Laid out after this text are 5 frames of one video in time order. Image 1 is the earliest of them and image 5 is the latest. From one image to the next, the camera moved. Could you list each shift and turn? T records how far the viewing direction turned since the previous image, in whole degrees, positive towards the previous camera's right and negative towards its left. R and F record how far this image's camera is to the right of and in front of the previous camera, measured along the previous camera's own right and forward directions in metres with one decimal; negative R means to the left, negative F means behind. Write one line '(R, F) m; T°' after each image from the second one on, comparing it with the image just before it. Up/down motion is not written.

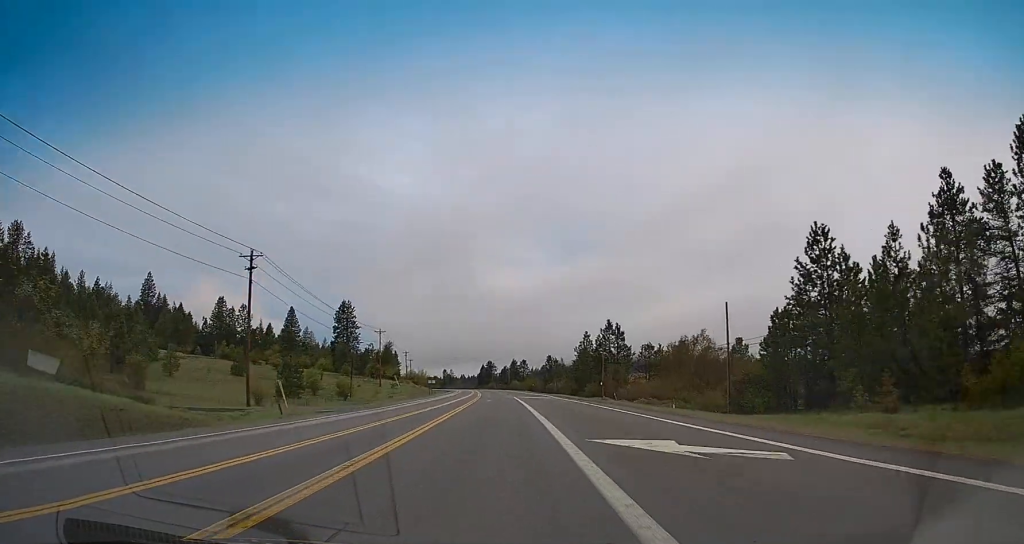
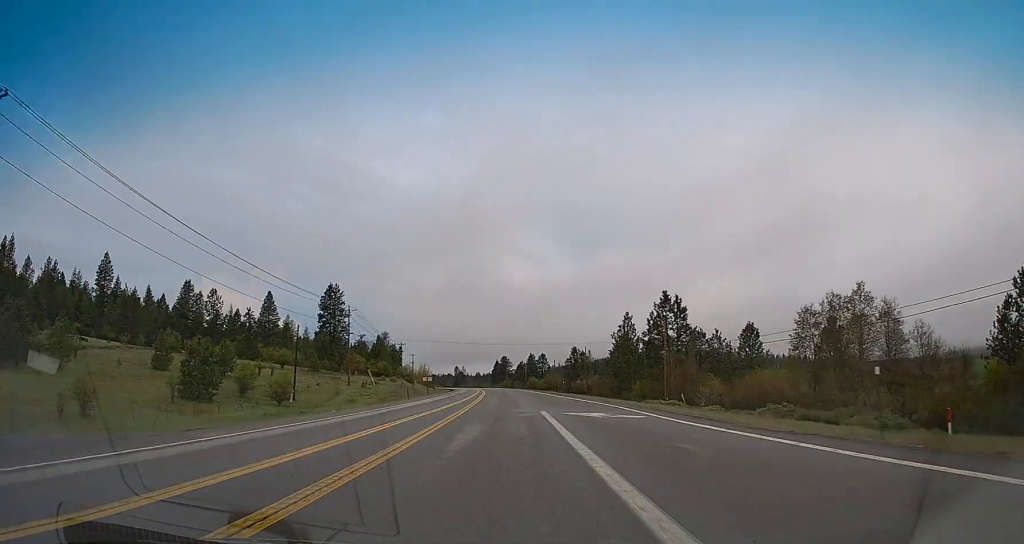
(-0.2, +36.2) m; -1°
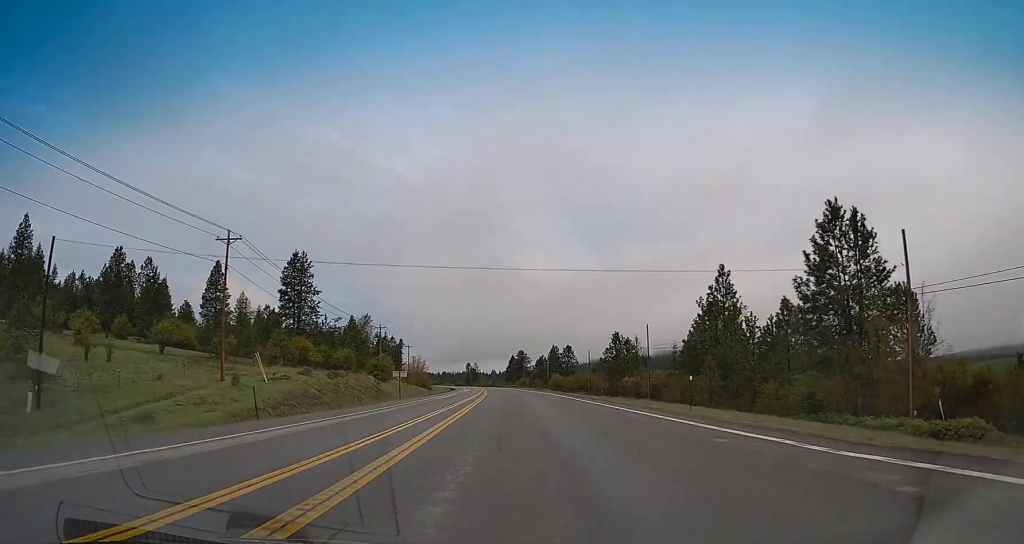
(-1.4, +47.2) m; -2°
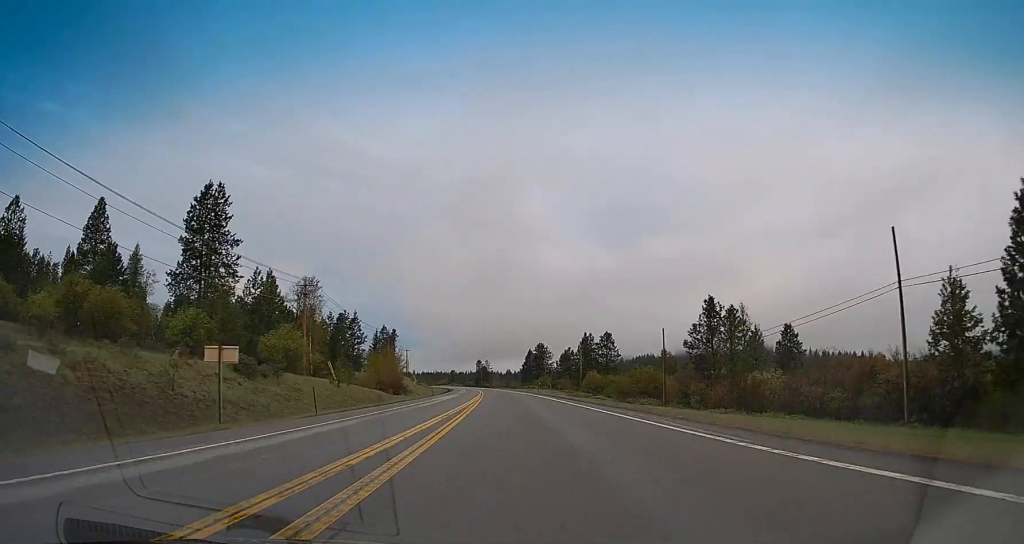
(-0.2, +55.3) m; -1°
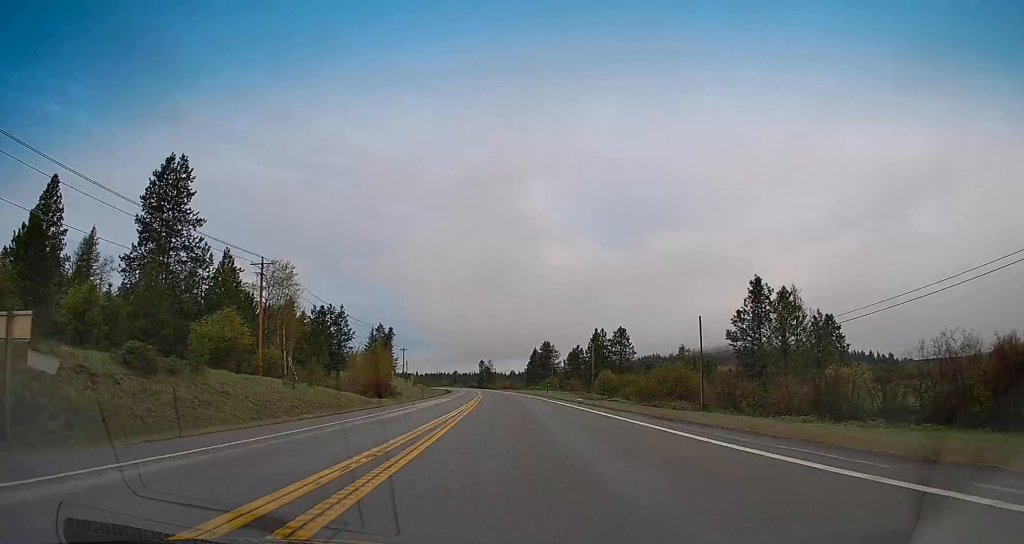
(0.0, +14.5) m; -1°
